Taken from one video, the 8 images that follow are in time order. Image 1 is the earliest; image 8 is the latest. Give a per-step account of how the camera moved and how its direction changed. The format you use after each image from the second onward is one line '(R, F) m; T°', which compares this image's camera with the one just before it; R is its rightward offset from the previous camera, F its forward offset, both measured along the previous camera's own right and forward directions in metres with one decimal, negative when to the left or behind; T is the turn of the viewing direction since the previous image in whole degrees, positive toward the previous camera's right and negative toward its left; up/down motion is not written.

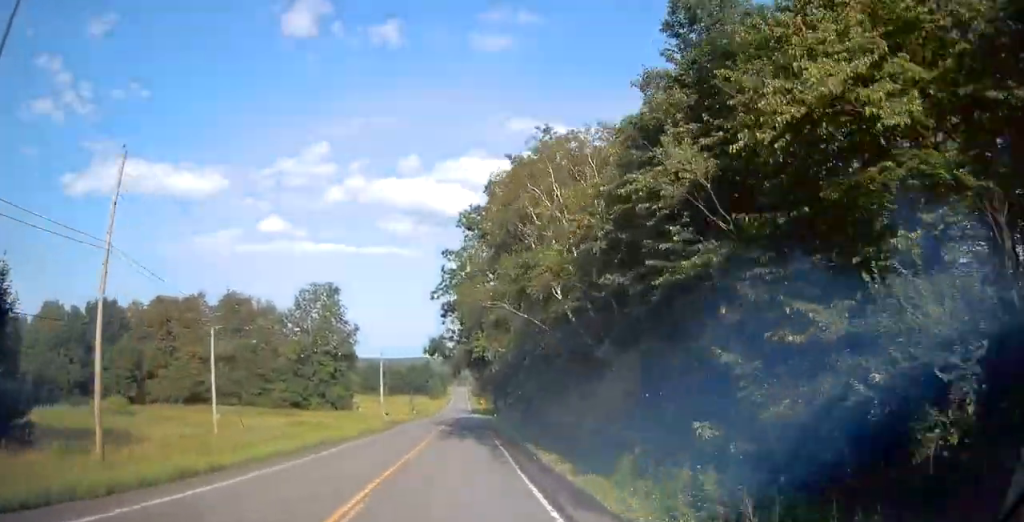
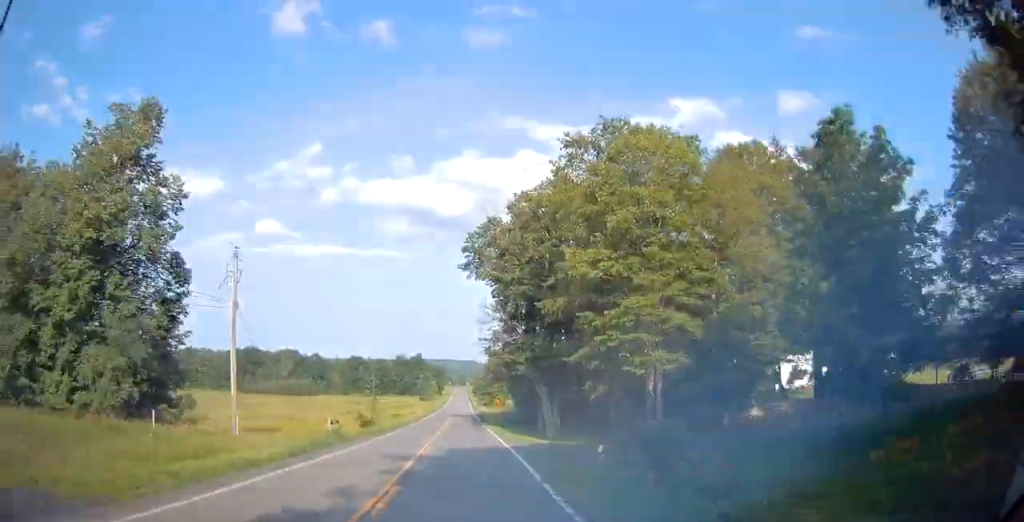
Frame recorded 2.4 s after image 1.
(+0.1, +55.9) m; 0°
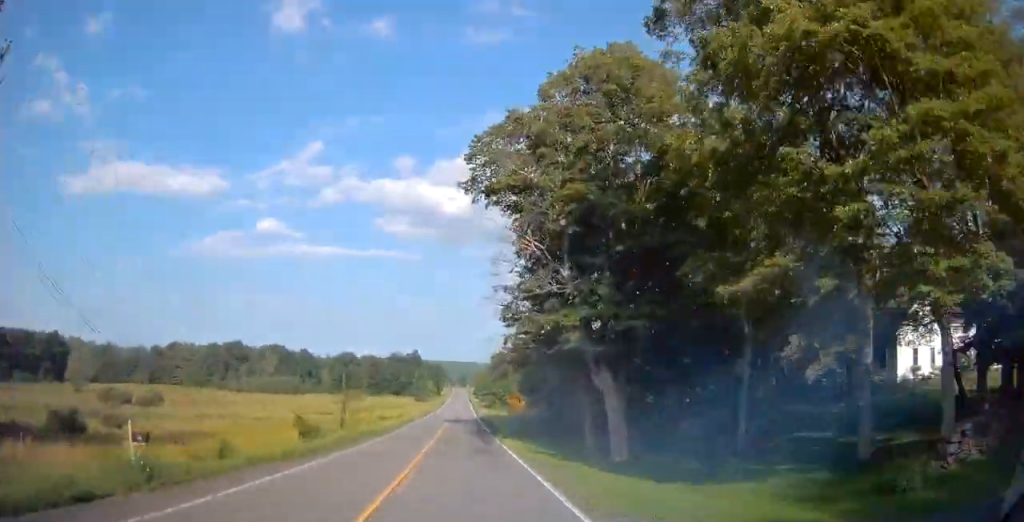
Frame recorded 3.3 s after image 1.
(-0.4, +21.3) m; 0°
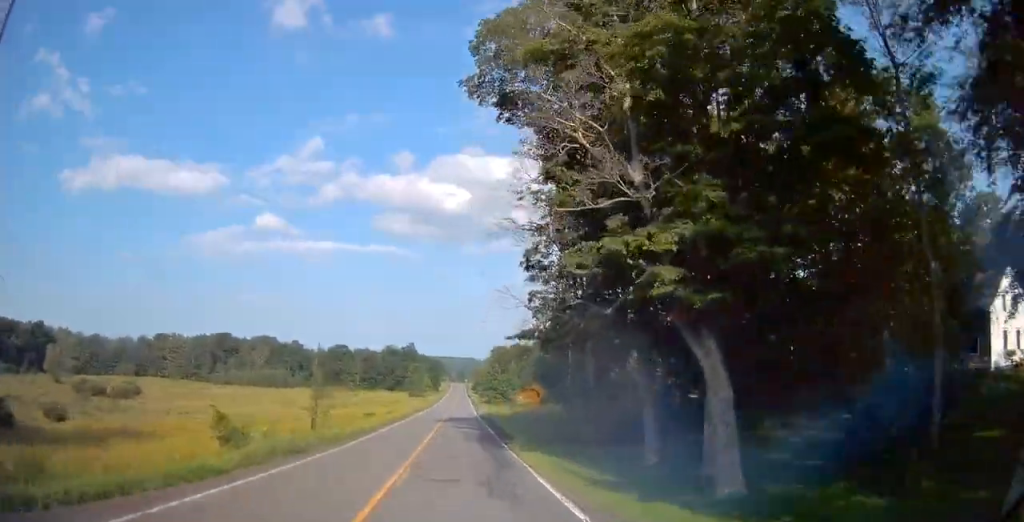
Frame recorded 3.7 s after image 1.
(+0.1, +11.8) m; 0°
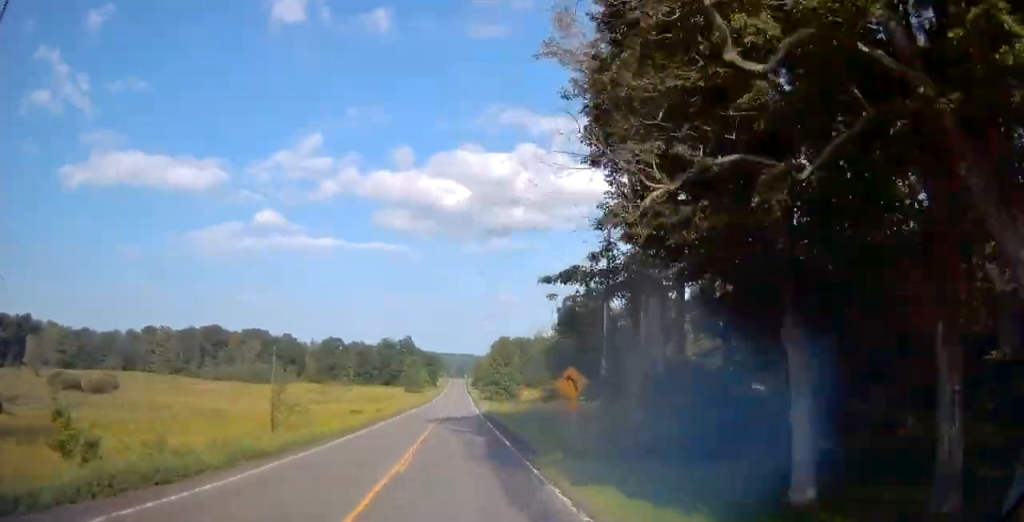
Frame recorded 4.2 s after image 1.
(+0.2, +11.0) m; 0°
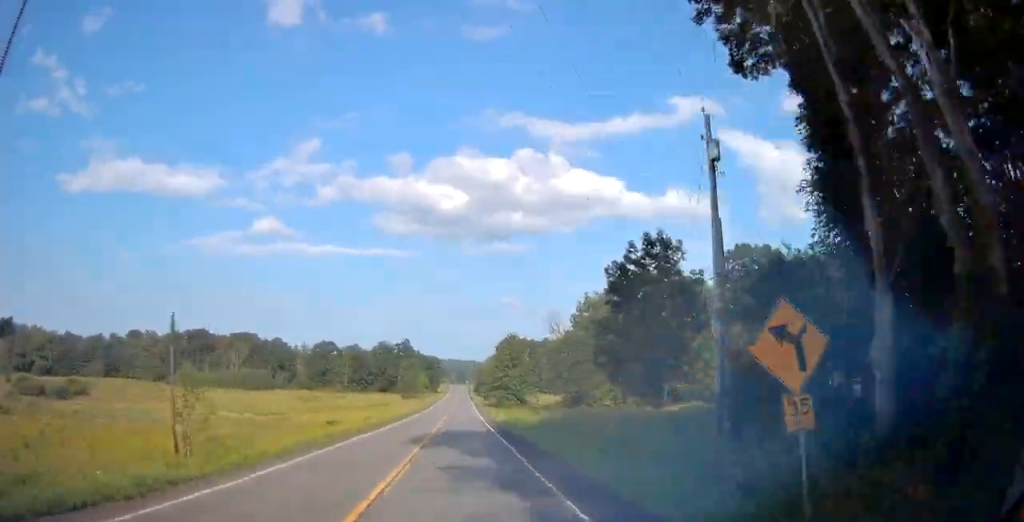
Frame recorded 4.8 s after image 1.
(-0.1, +15.5) m; 0°
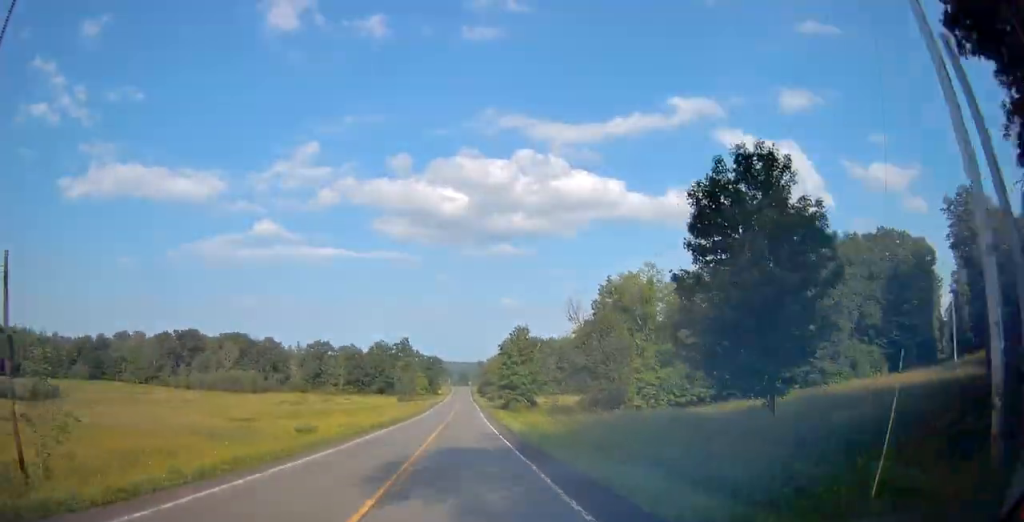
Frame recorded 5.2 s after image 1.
(-0.2, +12.1) m; 0°
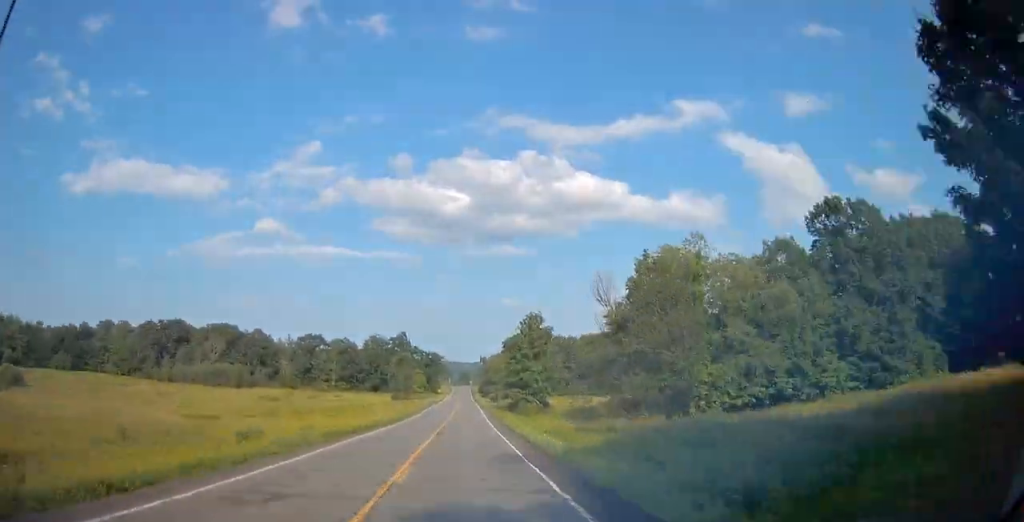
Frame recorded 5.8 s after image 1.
(+0.2, +14.3) m; 0°
